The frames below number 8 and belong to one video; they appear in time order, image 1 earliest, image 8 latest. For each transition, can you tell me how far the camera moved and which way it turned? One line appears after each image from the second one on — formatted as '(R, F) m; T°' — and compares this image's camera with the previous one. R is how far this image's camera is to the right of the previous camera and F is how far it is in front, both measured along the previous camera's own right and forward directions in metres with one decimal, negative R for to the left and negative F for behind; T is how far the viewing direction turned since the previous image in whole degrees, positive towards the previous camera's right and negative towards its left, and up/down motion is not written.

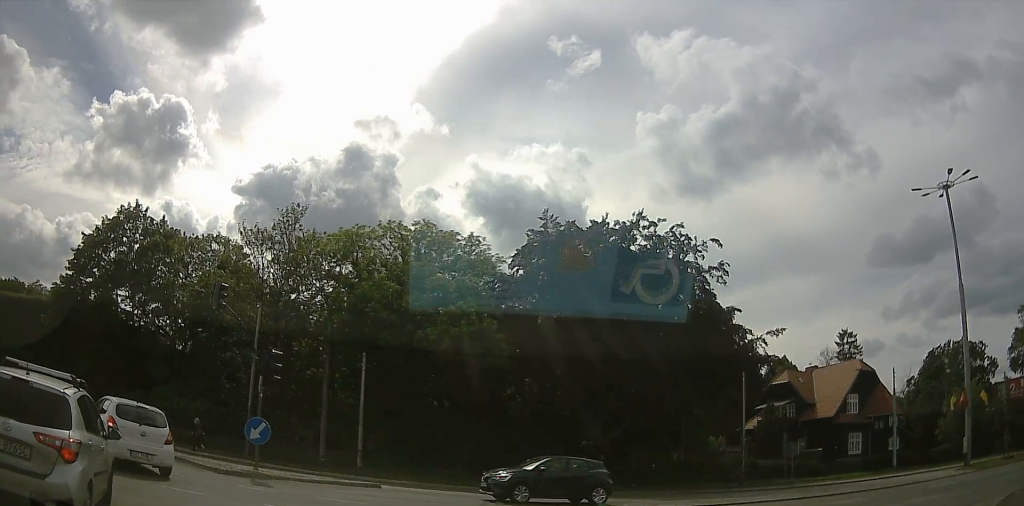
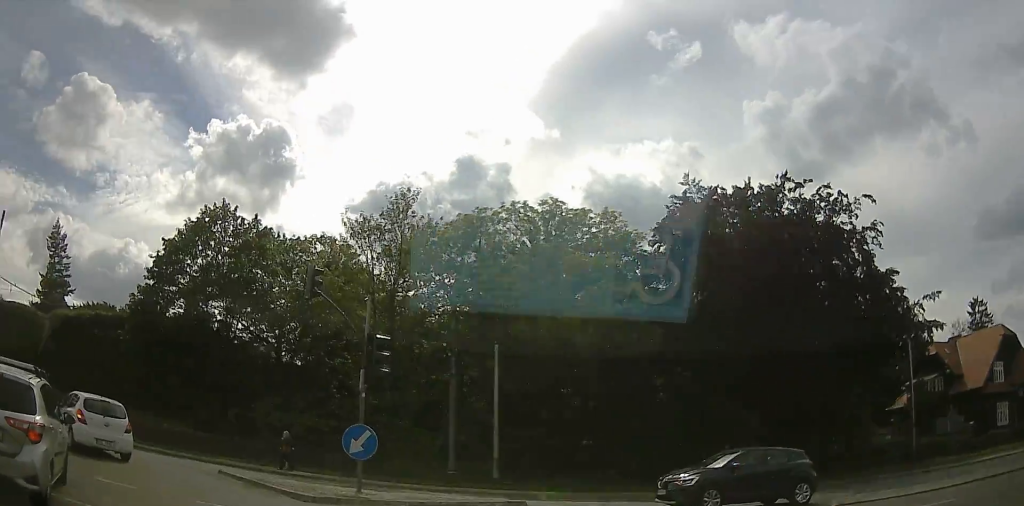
(0.0, +5.0) m; 0°
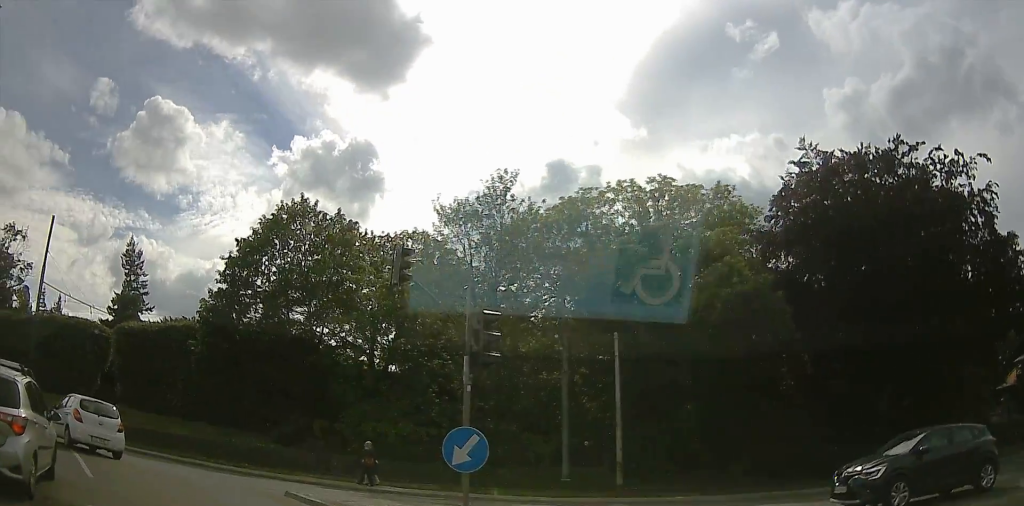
(0.0, +3.3) m; -2°
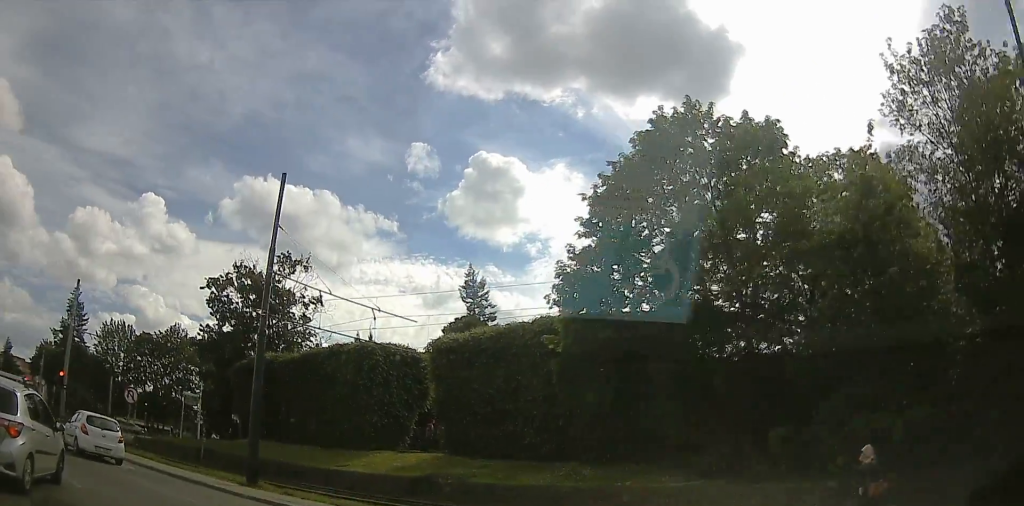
(-4.2, +11.8) m; -38°
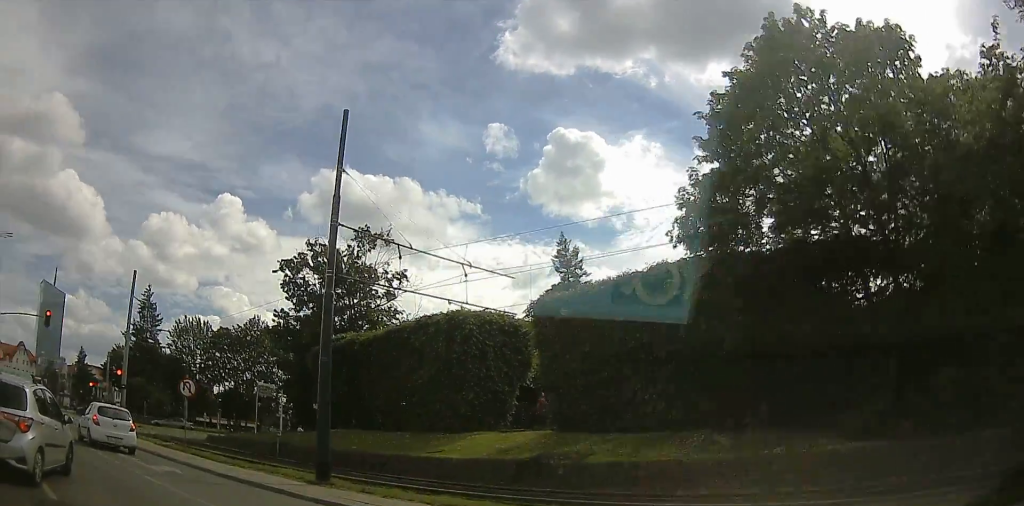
(0.0, +3.7) m; -11°
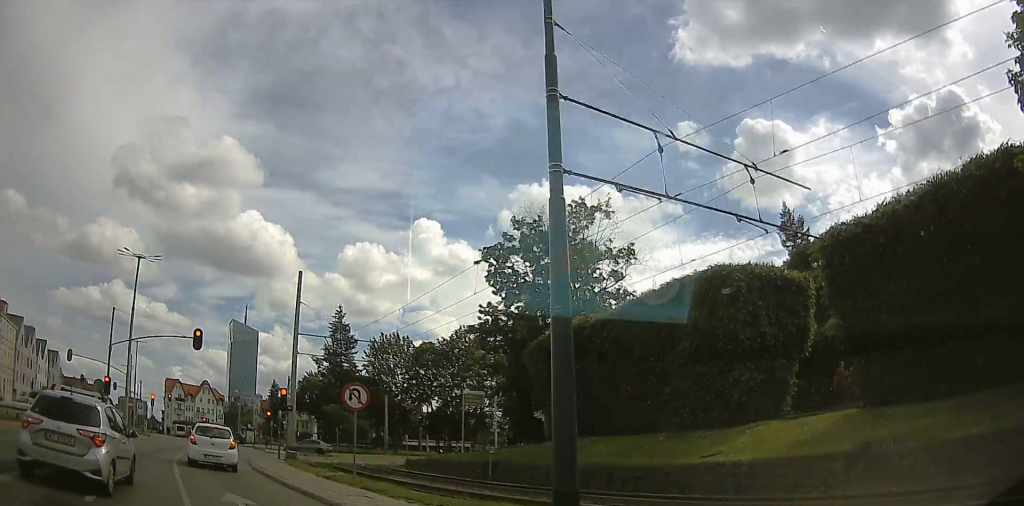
(-1.0, +6.4) m; -22°
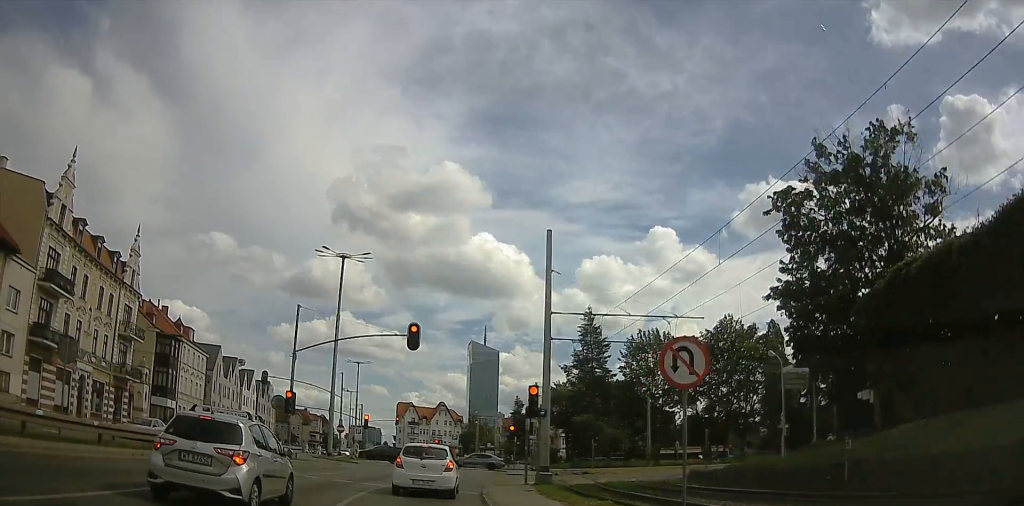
(-2.0, +8.3) m; -14°
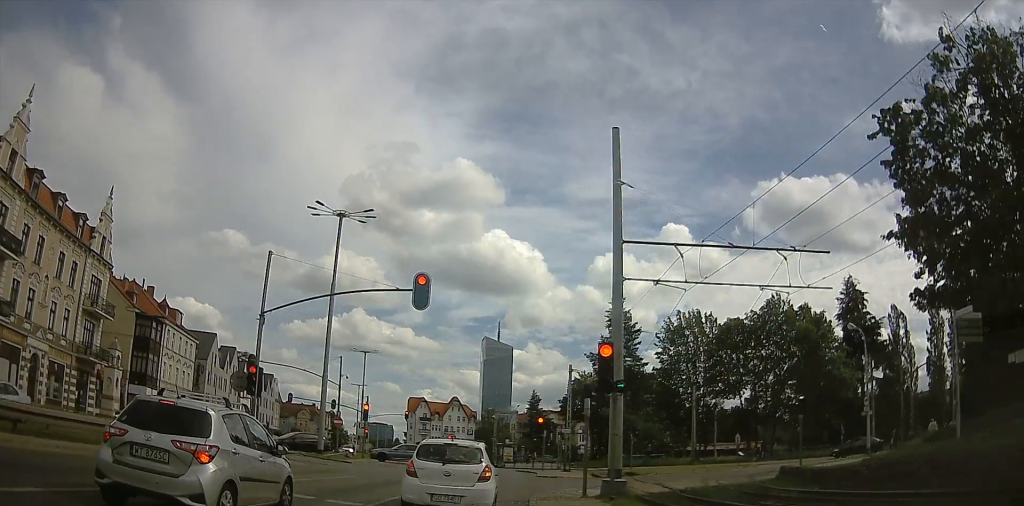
(-0.1, +8.7) m; 0°
